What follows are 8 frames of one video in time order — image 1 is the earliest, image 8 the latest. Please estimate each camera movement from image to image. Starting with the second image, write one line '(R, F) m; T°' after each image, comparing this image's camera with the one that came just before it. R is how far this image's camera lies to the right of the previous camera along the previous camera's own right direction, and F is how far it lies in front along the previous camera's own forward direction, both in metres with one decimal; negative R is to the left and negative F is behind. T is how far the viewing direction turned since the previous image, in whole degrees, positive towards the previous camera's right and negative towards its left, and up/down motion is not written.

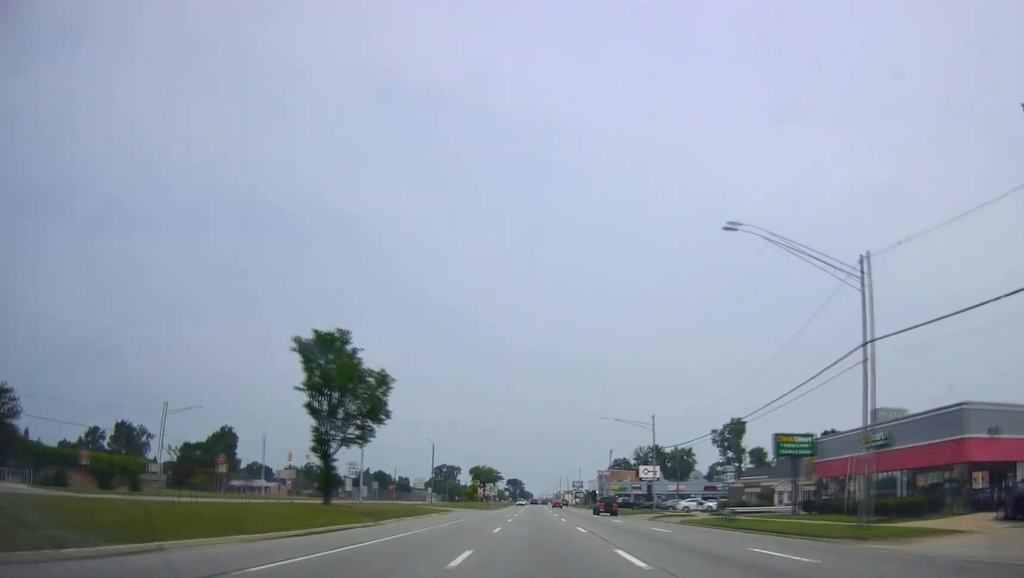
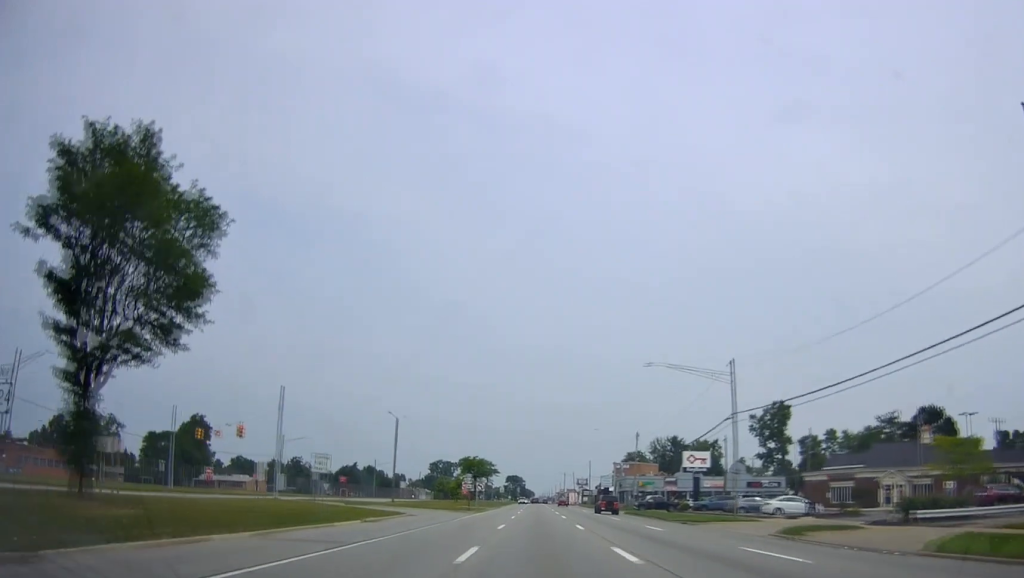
(-0.5, +28.5) m; -1°
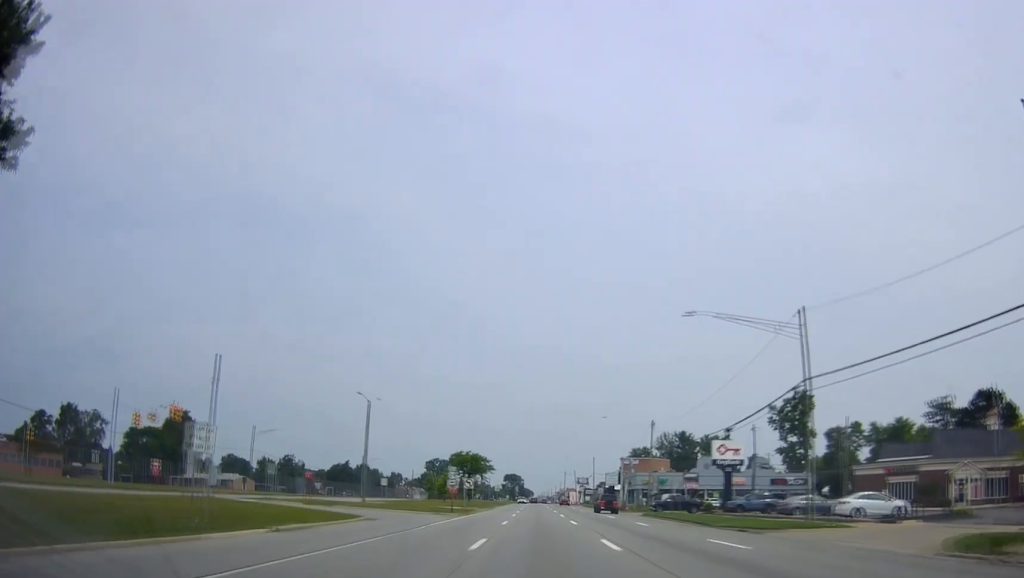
(+0.3, +12.3) m; 0°
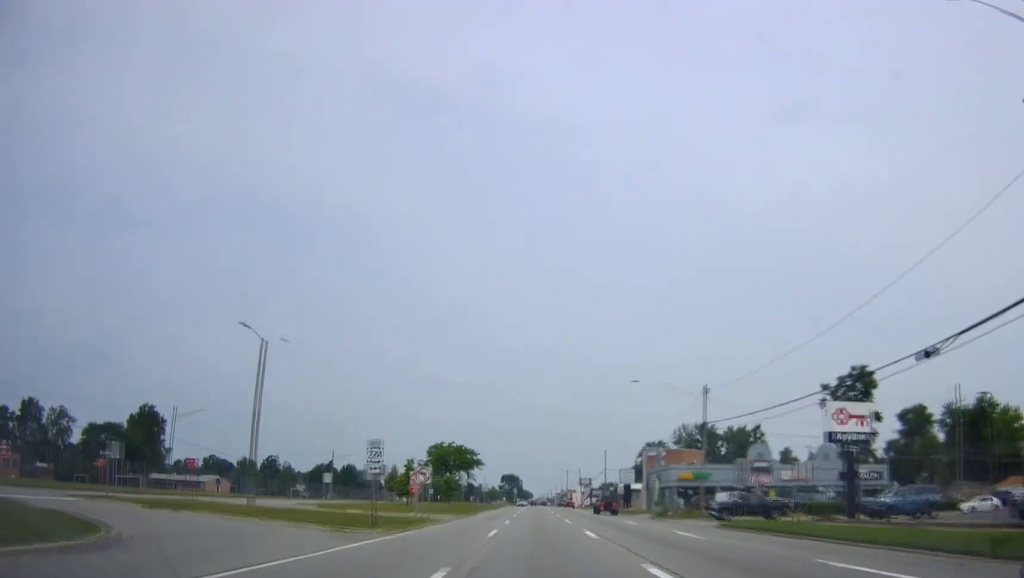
(-0.2, +24.7) m; 0°
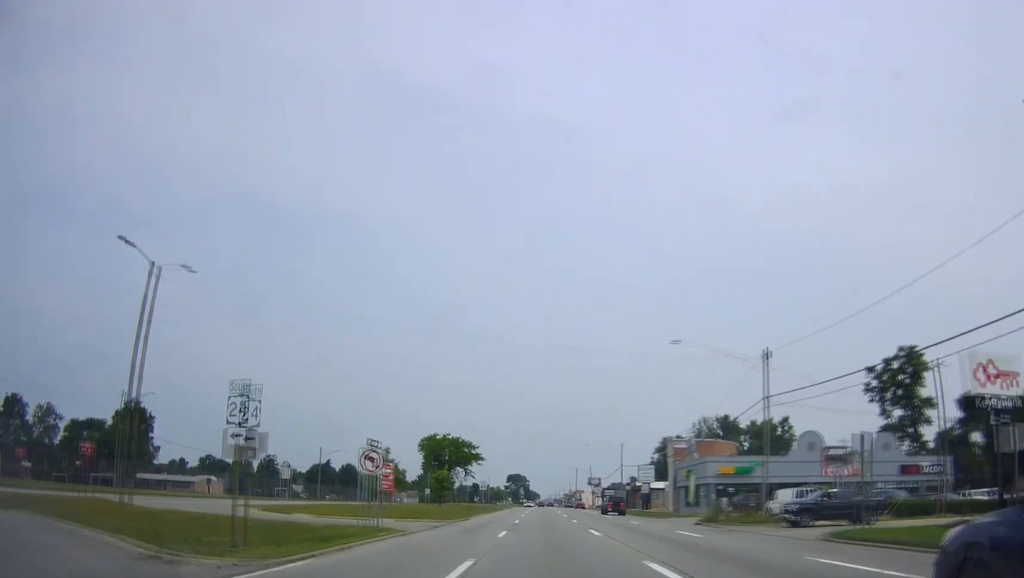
(+0.1, +13.0) m; +1°
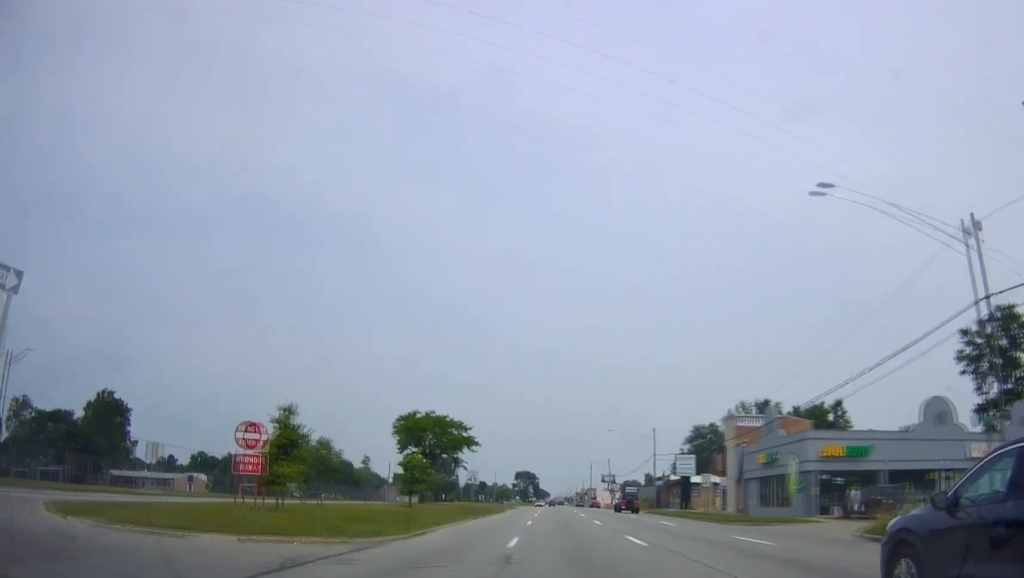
(+0.3, +20.9) m; 0°
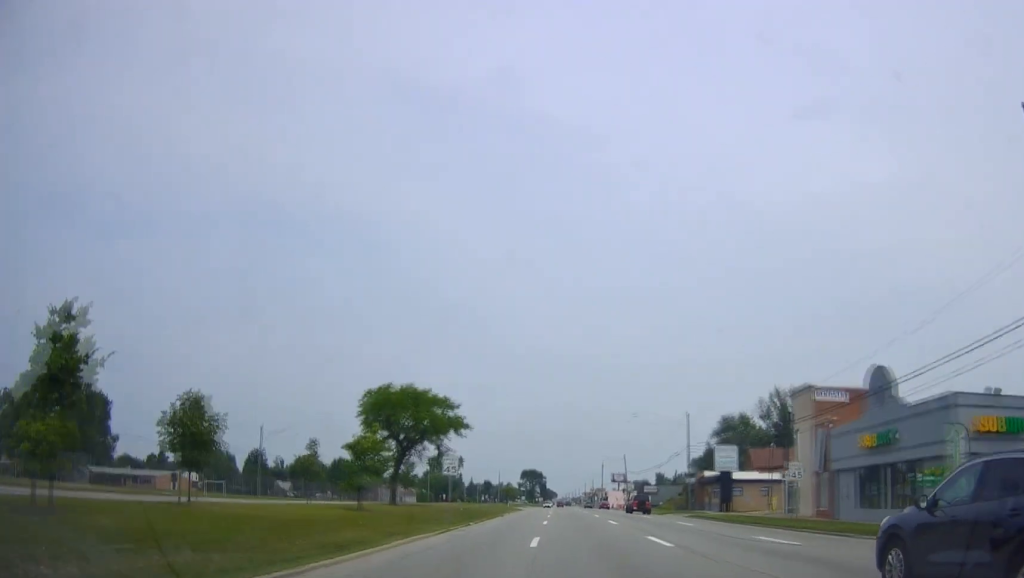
(-0.2, +15.1) m; -2°
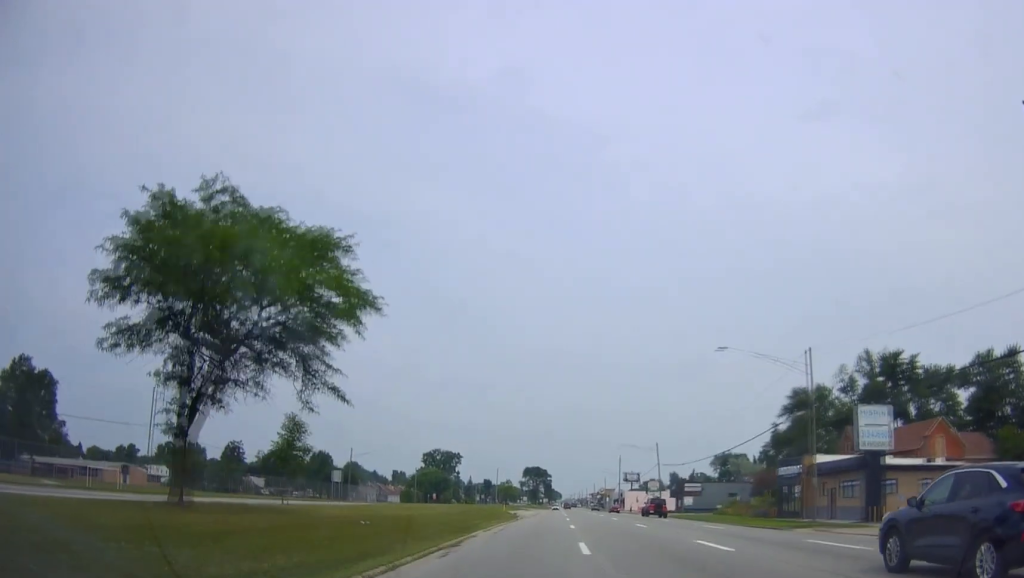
(-0.4, +30.6) m; 0°
